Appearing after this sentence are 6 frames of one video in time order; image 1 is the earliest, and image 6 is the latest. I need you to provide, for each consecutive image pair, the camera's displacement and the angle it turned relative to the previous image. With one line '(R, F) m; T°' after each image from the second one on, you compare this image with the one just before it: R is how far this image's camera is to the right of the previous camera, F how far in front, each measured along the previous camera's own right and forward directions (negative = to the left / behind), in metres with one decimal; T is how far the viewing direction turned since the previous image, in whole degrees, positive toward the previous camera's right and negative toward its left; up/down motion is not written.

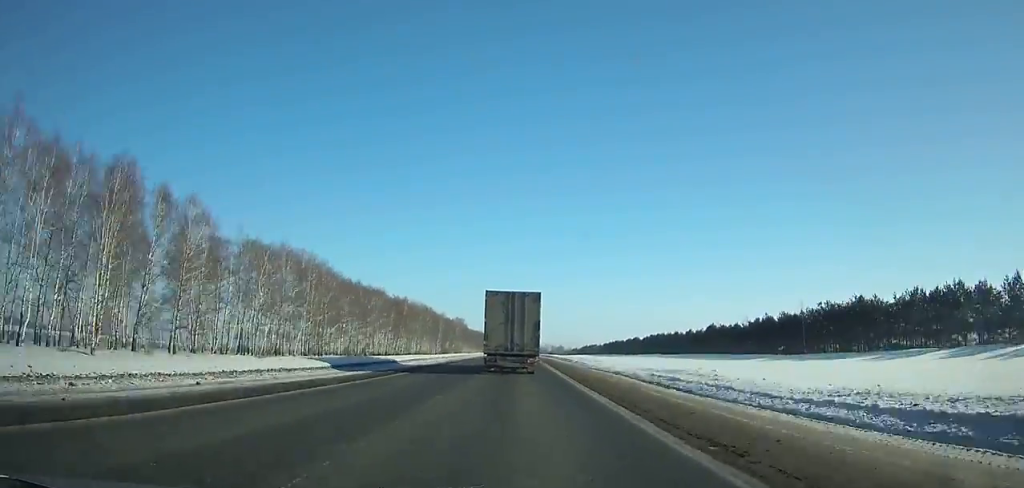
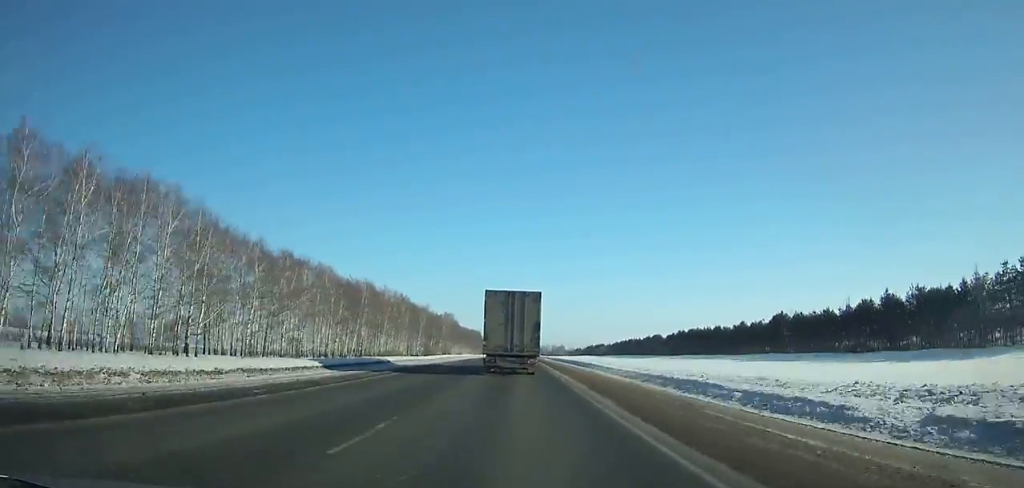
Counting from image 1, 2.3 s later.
(+0.1, +53.4) m; 0°
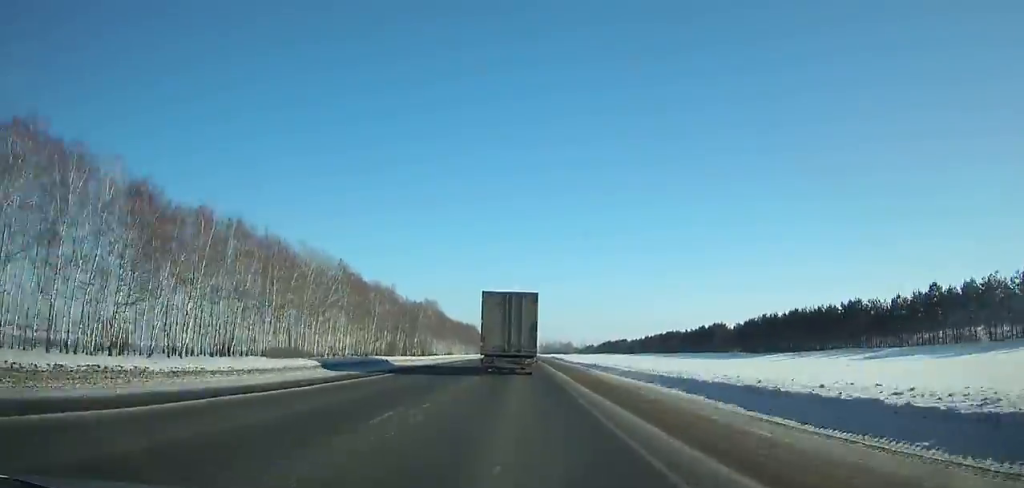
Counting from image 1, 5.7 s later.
(-0.1, +79.3) m; 0°
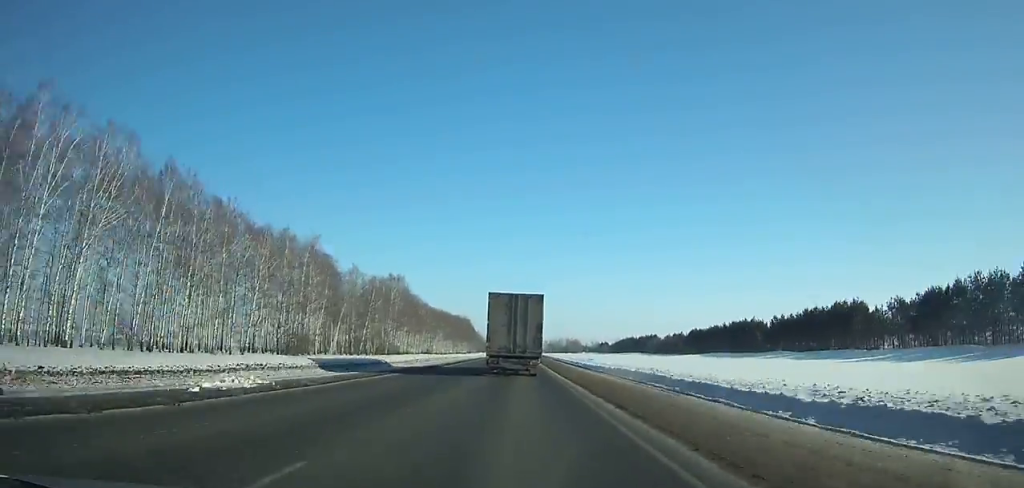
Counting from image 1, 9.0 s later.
(-0.1, +77.4) m; 0°
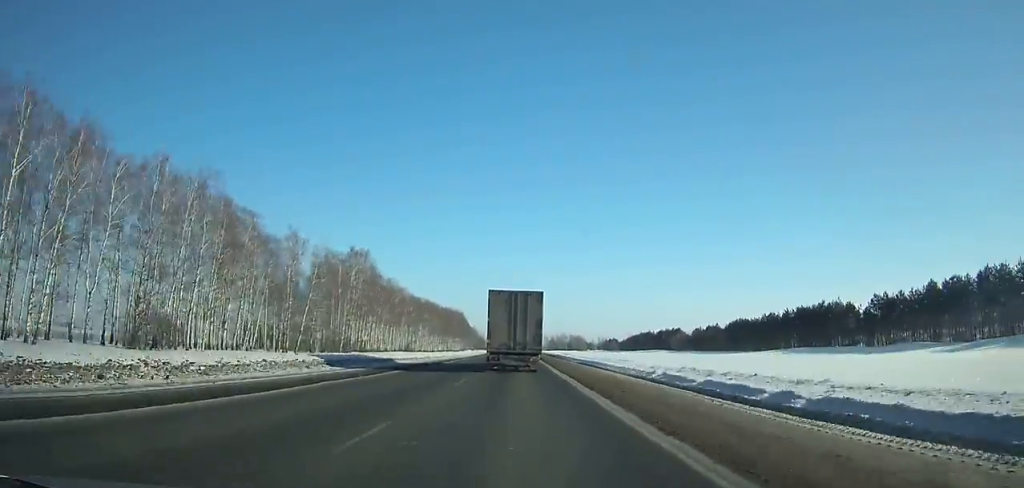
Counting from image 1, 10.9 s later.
(0.0, +44.7) m; 0°
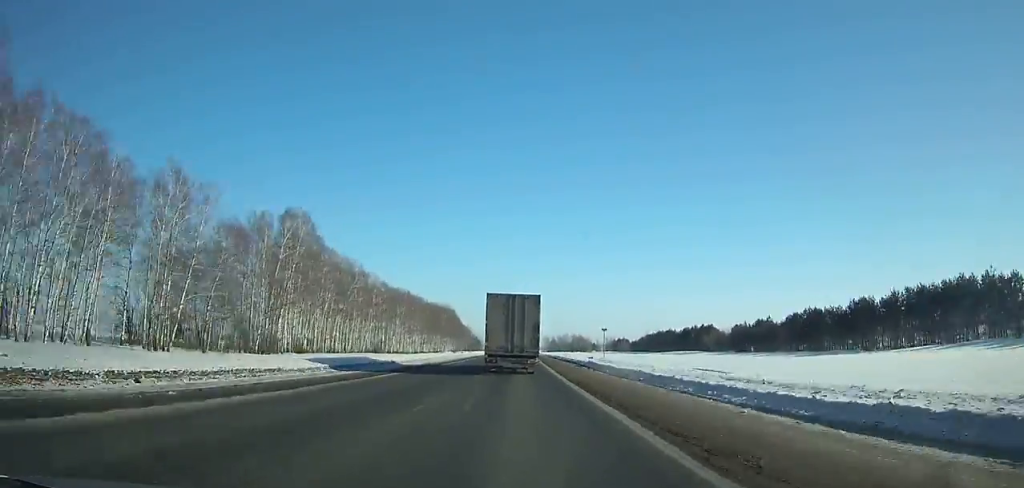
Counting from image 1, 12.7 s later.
(0.0, +42.5) m; 0°
